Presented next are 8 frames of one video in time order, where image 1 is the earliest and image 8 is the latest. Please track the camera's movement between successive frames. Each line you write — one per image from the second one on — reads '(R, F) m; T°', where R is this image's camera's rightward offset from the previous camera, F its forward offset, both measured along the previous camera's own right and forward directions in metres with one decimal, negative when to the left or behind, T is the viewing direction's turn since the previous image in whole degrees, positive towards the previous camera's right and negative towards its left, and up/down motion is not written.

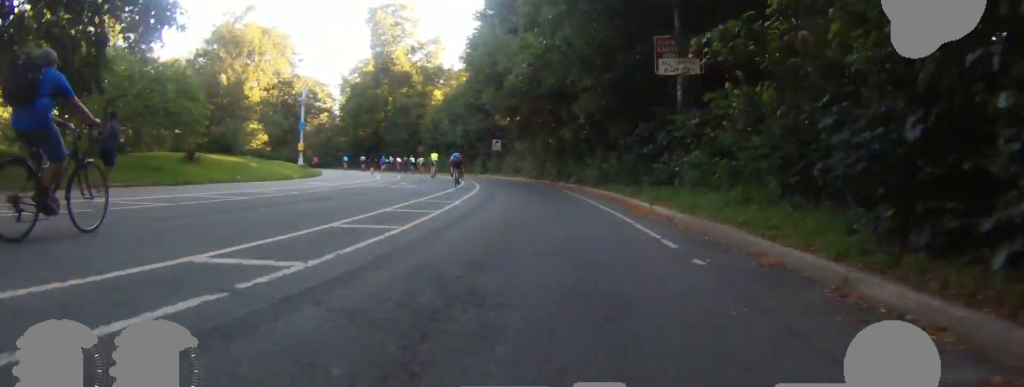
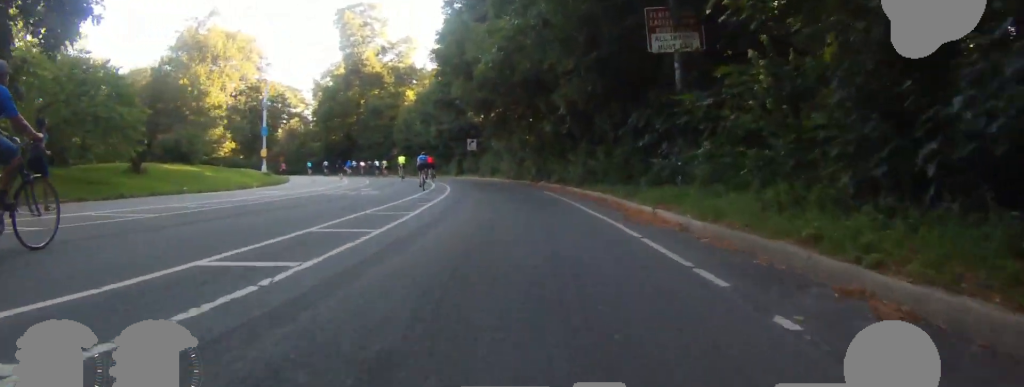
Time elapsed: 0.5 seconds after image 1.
(0.0, +2.7) m; 0°
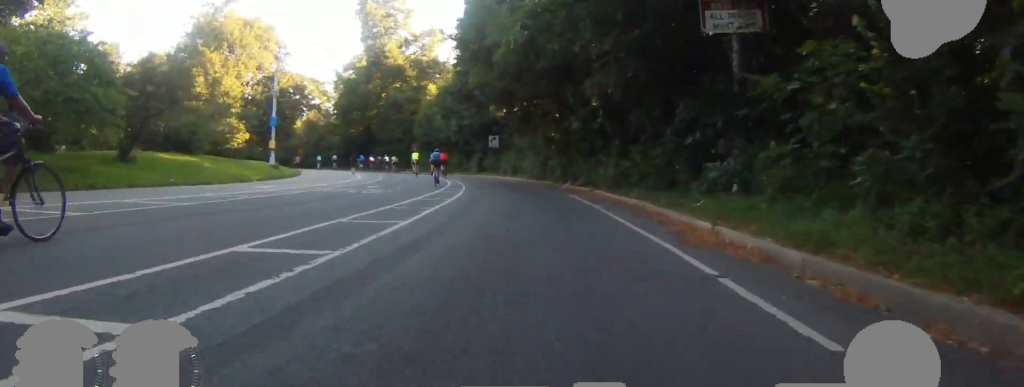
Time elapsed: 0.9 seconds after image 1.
(0.0, +2.5) m; 0°
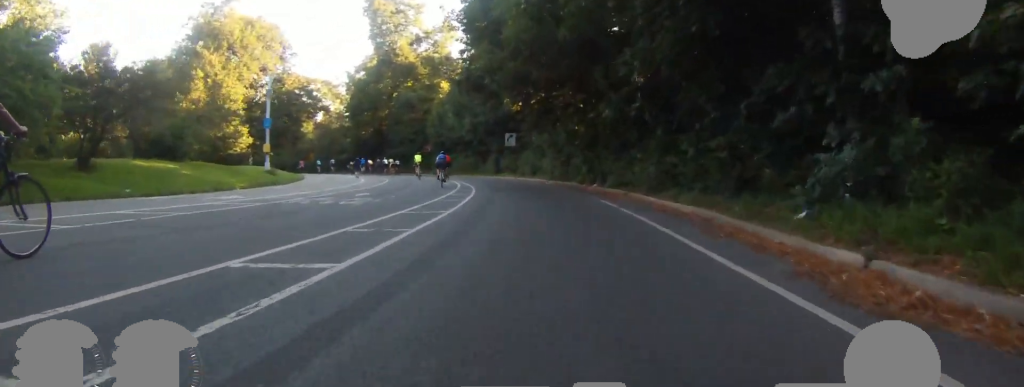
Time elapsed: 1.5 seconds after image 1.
(0.0, +3.6) m; 0°
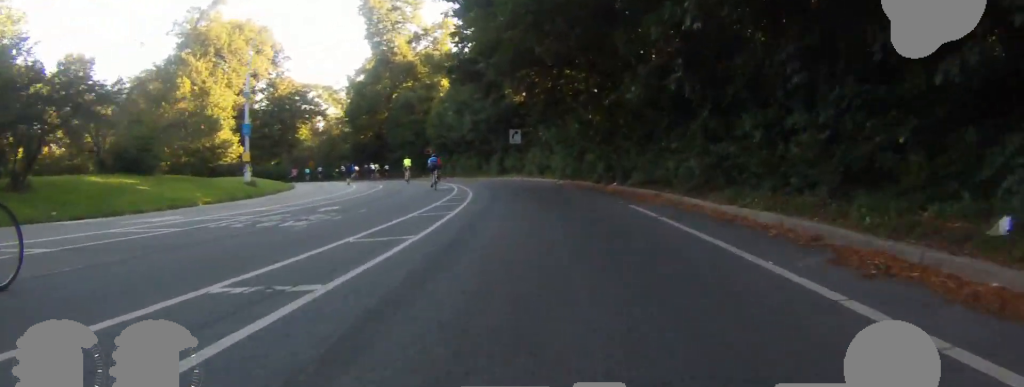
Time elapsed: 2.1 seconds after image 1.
(0.0, +3.4) m; 0°
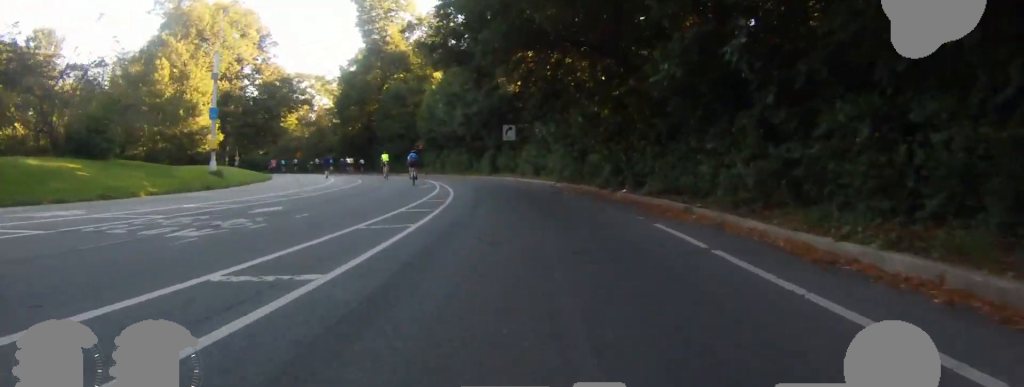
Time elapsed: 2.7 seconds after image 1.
(0.0, +3.0) m; 0°
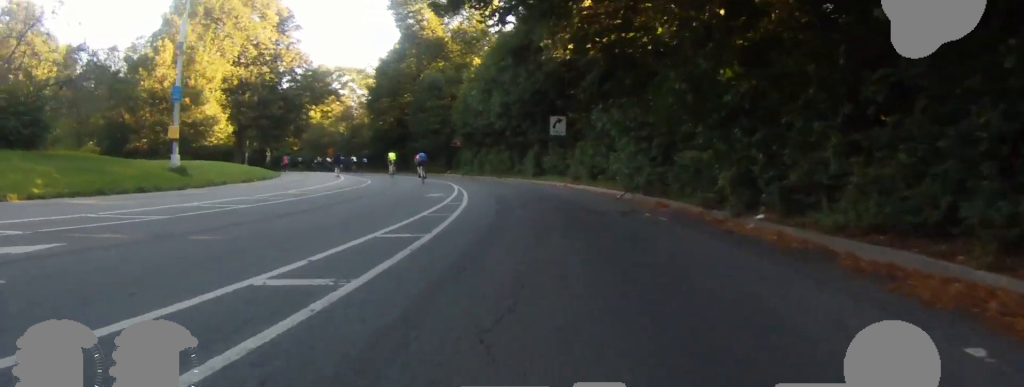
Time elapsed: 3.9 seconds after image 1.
(0.0, +6.8) m; 0°
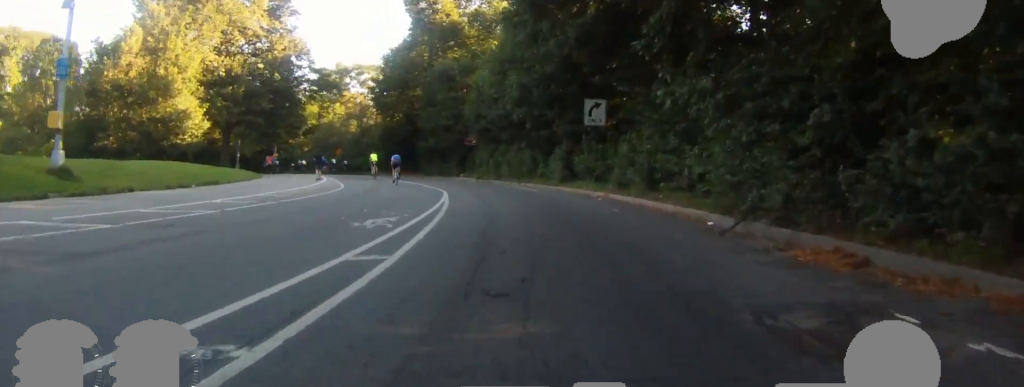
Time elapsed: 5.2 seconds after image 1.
(0.0, +7.2) m; 0°
